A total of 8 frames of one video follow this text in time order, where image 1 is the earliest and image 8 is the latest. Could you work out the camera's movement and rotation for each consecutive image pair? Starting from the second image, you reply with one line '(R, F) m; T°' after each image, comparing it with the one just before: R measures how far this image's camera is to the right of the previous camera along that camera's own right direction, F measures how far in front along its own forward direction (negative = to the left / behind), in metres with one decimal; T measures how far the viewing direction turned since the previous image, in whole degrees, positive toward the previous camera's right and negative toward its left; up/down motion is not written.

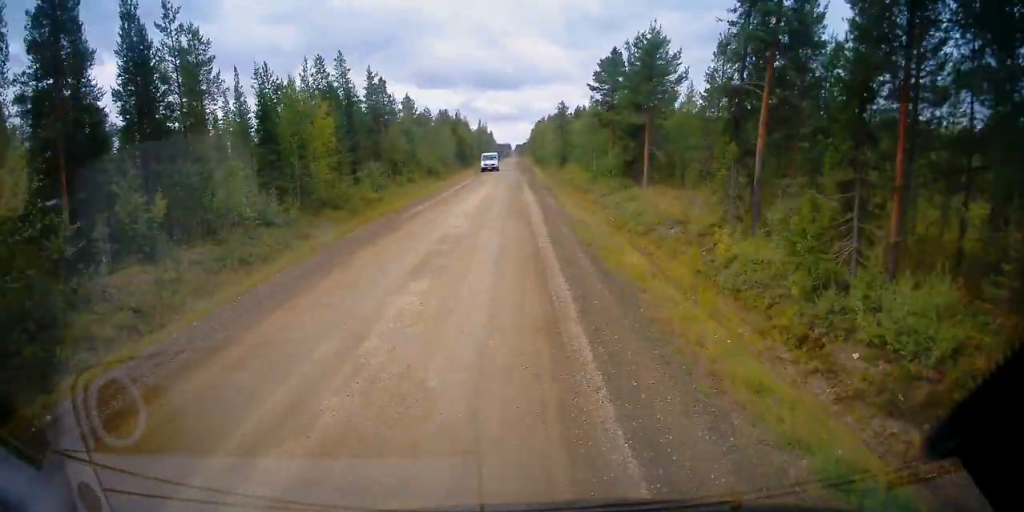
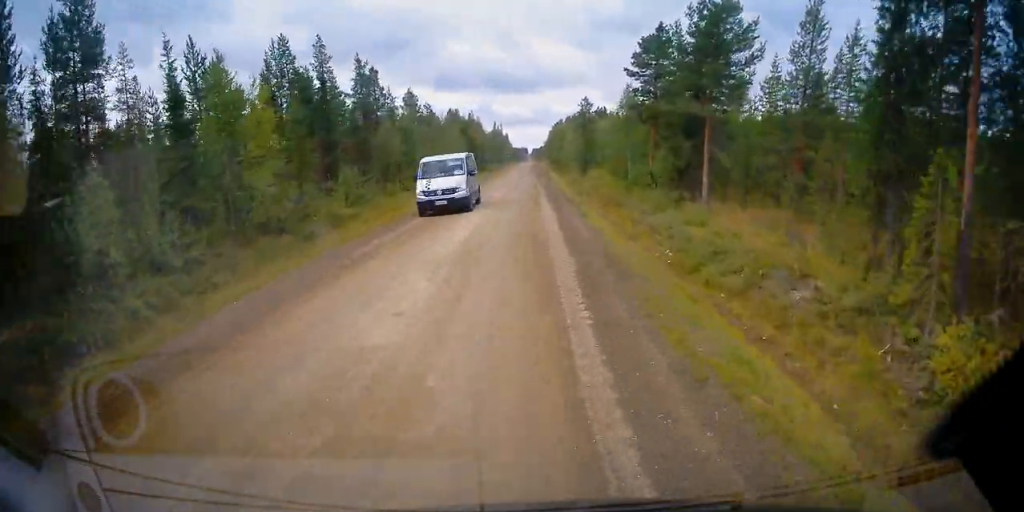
(-0.2, +14.5) m; -1°
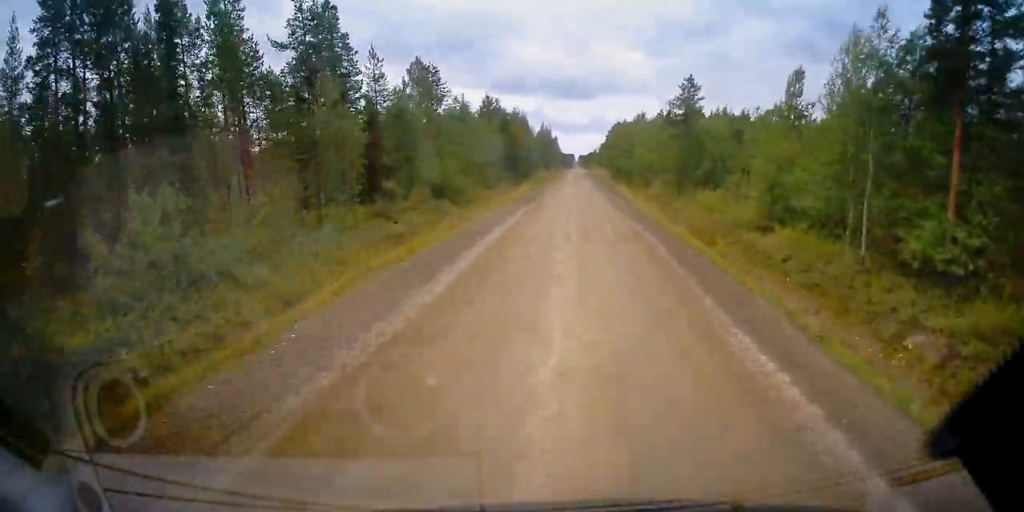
(-0.8, +28.5) m; 0°
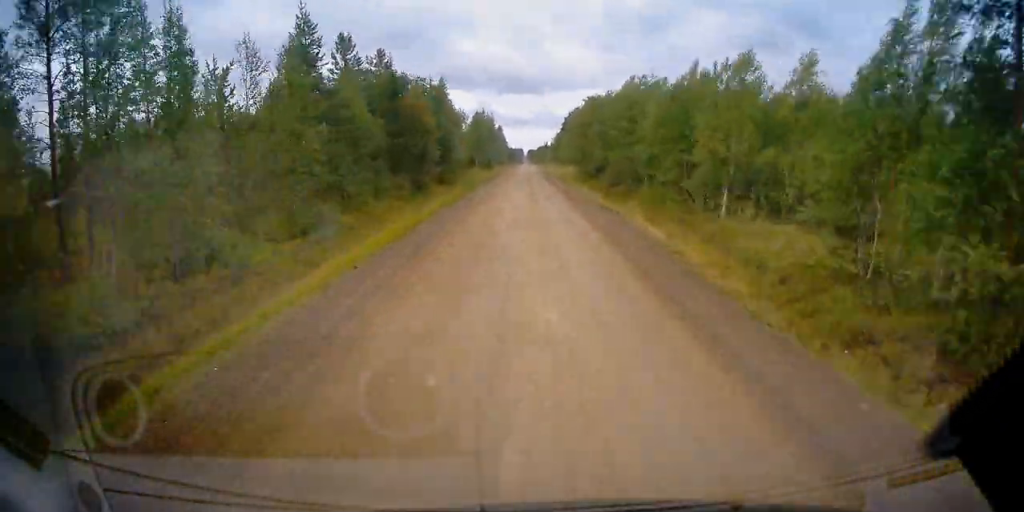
(+0.7, +34.8) m; +1°
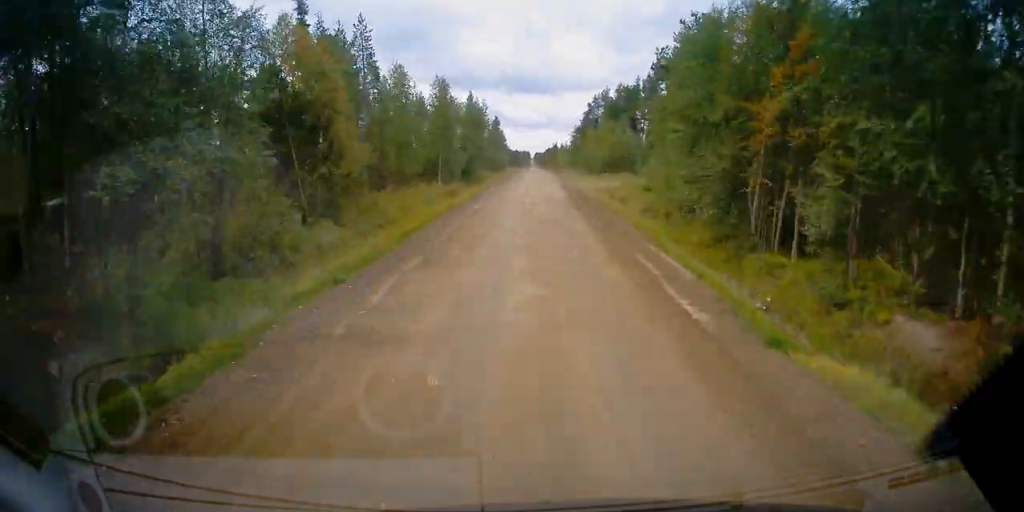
(-0.5, +43.4) m; -1°
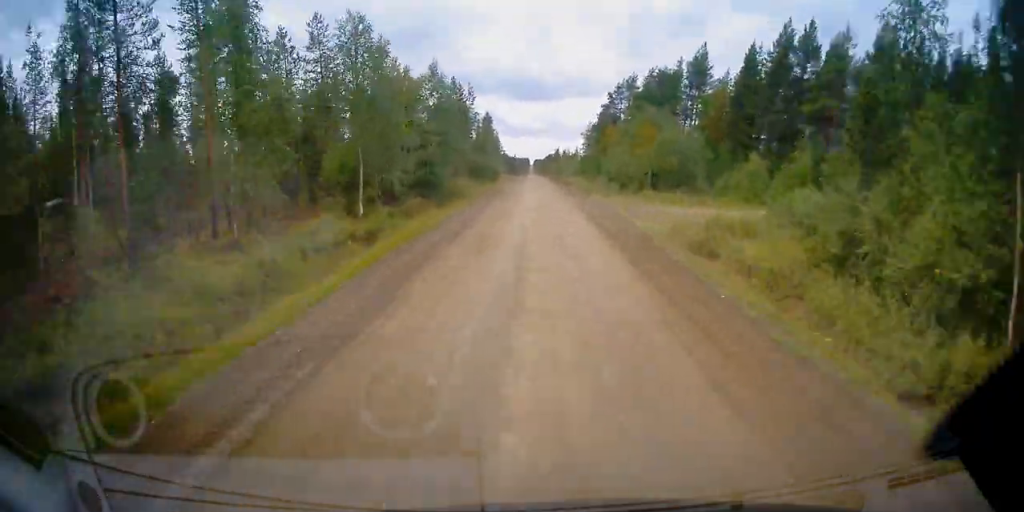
(-0.3, +24.6) m; 0°
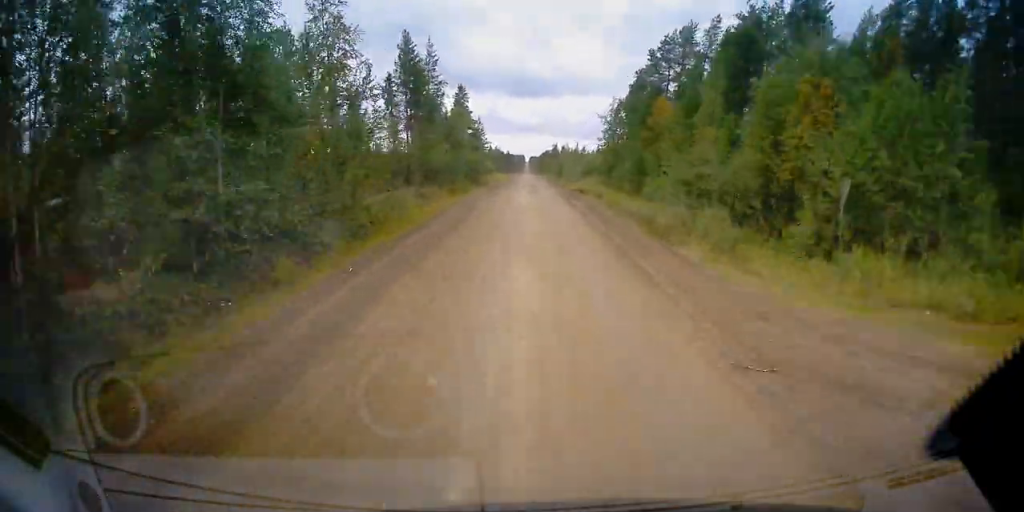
(+0.3, +29.4) m; +1°
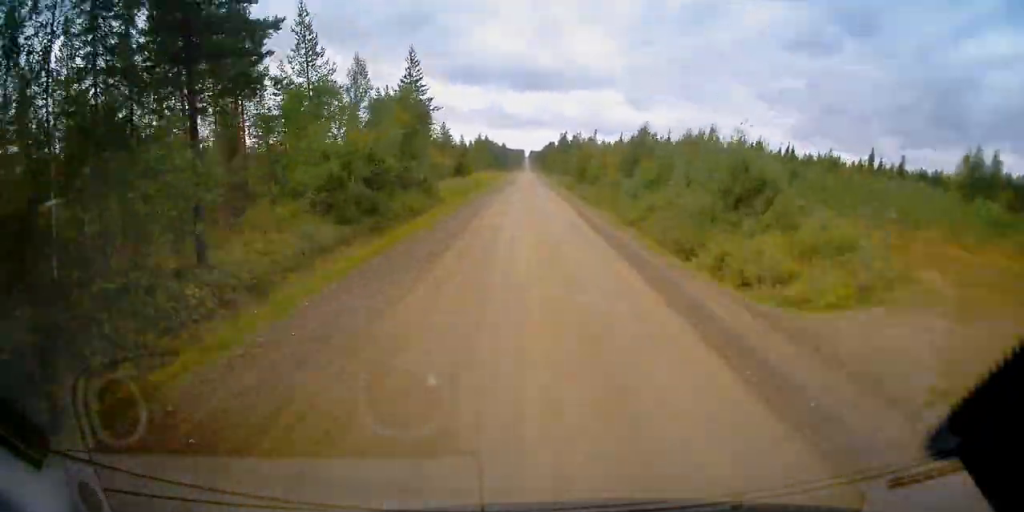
(+0.5, +54.1) m; 0°
